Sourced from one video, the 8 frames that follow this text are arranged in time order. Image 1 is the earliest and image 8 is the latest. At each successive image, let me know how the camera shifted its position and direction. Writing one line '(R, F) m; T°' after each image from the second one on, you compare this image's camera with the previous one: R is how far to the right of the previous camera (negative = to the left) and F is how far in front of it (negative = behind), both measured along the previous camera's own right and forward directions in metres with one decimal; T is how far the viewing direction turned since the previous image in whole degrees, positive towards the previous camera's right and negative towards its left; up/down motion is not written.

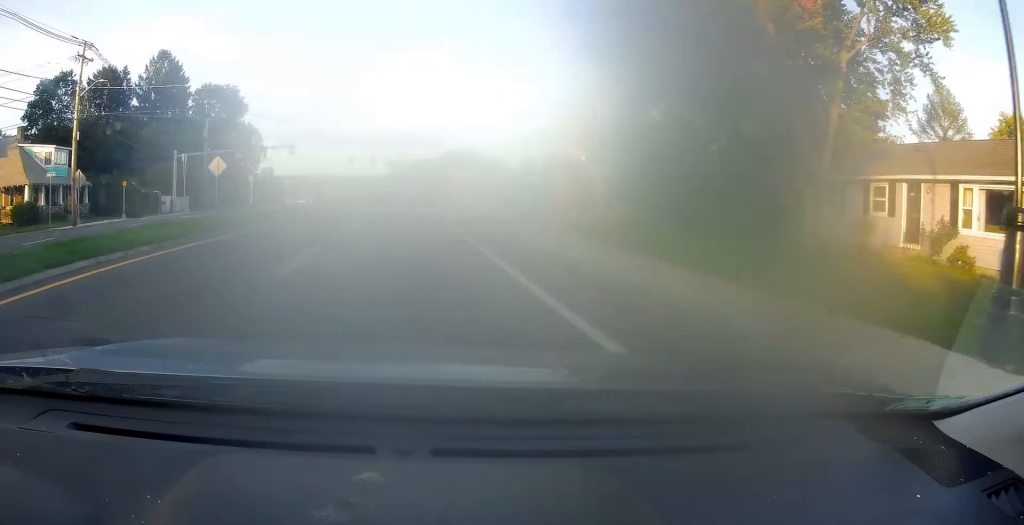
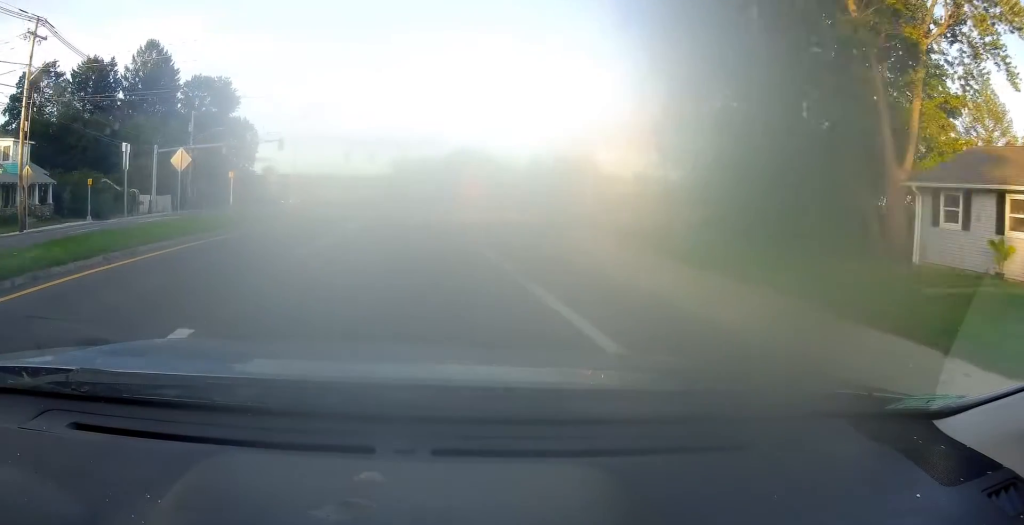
(+0.4, +6.0) m; +2°
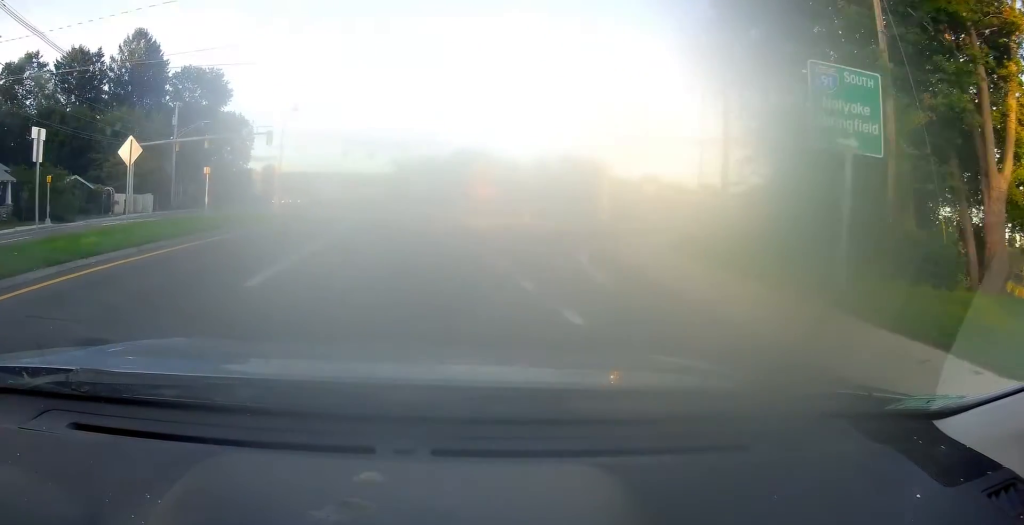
(-0.2, +5.7) m; -2°
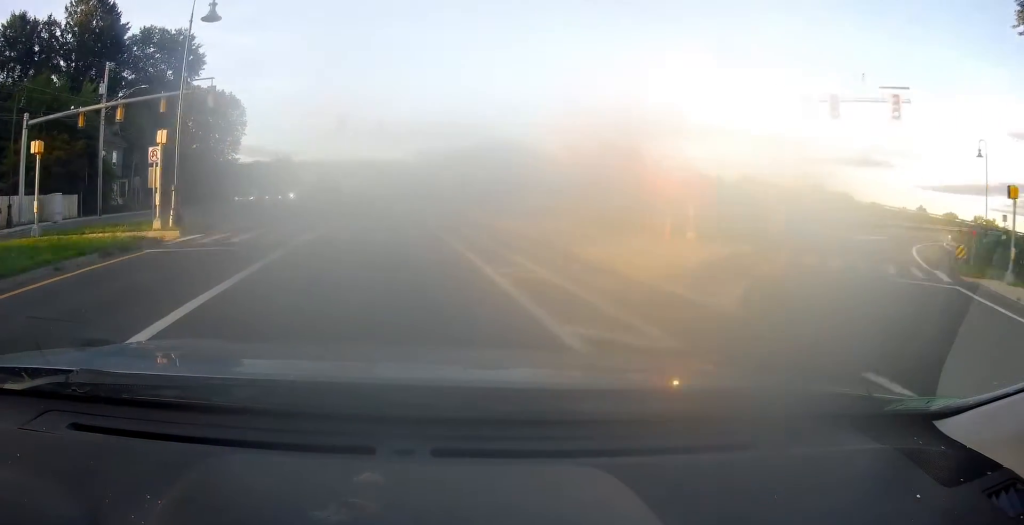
(-0.6, +19.9) m; -3°
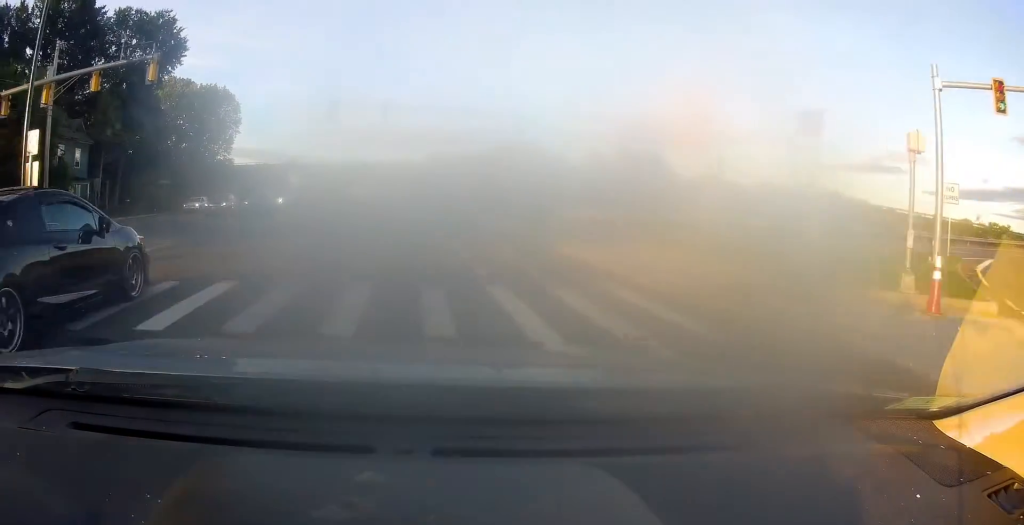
(-0.4, +9.4) m; 0°
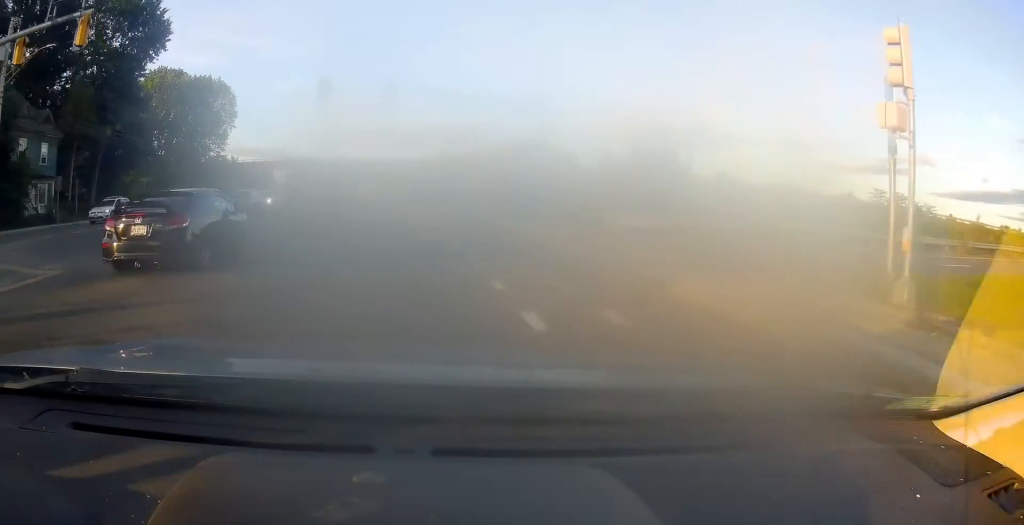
(+0.2, +6.5) m; 0°
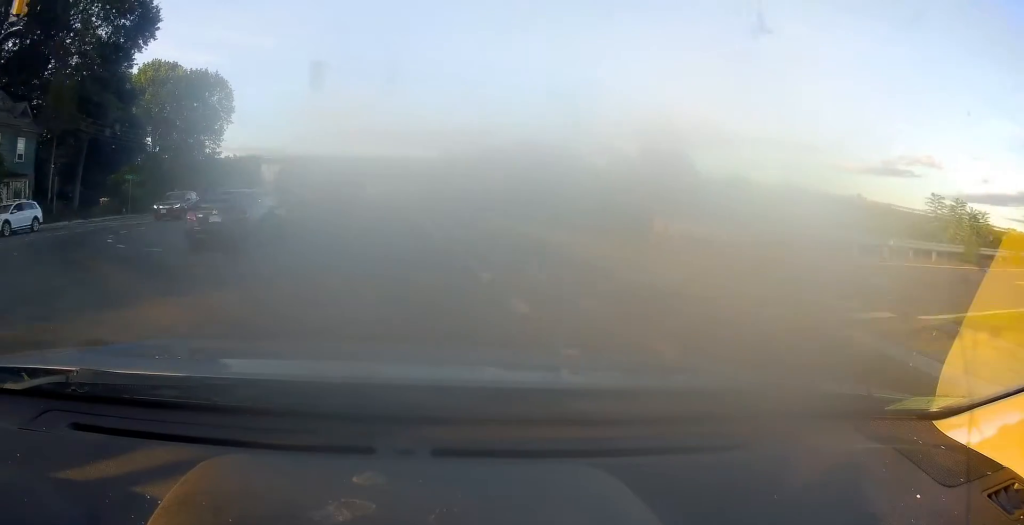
(+0.2, +3.9) m; 0°
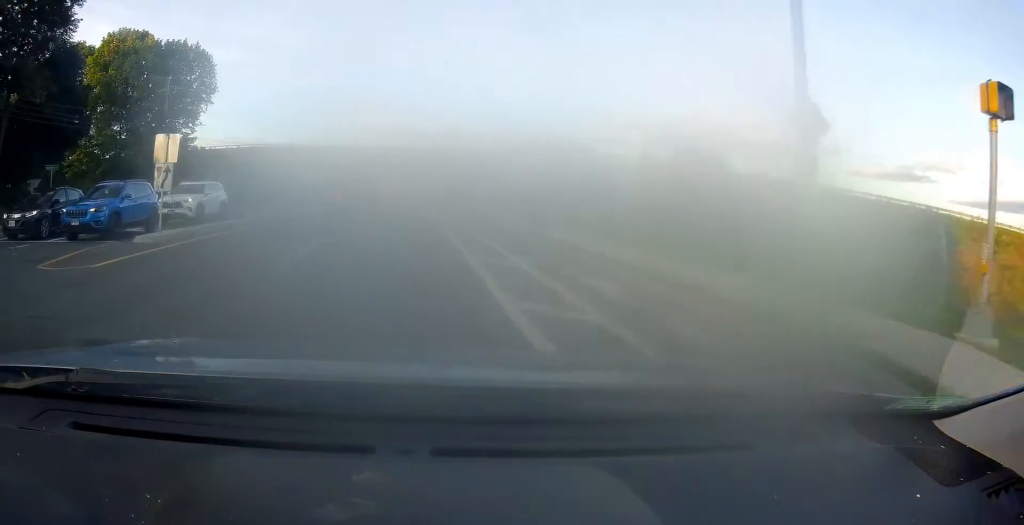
(-1.0, +14.8) m; -3°
